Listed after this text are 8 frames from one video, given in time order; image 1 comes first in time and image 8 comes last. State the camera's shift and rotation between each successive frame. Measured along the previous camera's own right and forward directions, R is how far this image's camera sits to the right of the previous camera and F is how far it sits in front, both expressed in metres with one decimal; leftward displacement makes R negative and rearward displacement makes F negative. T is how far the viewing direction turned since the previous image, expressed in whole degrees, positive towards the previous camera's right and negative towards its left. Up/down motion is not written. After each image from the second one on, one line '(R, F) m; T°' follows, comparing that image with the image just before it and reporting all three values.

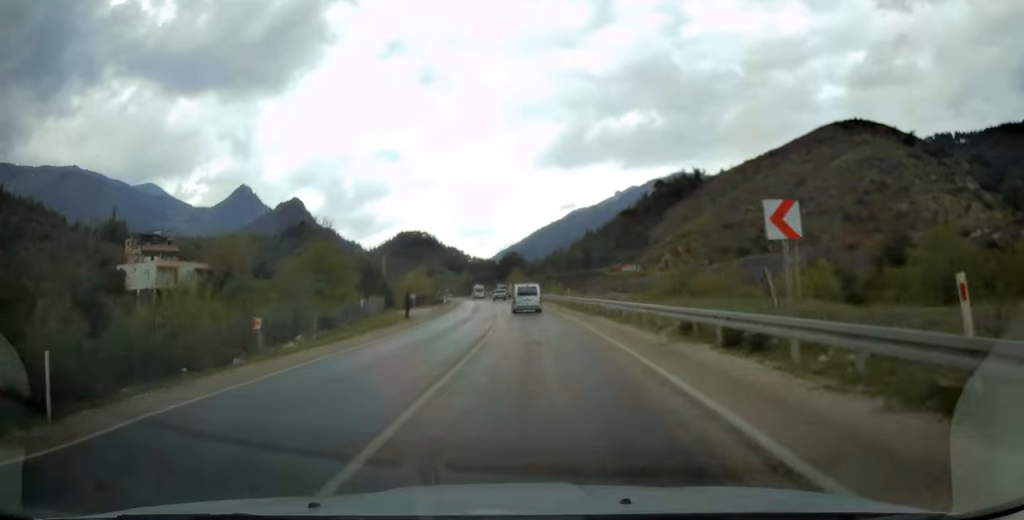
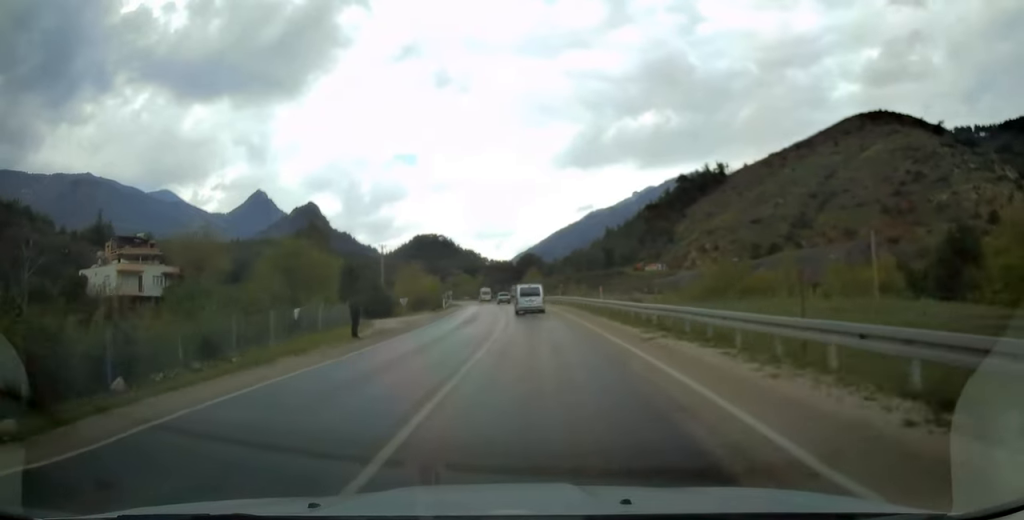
(-0.2, +13.1) m; -2°
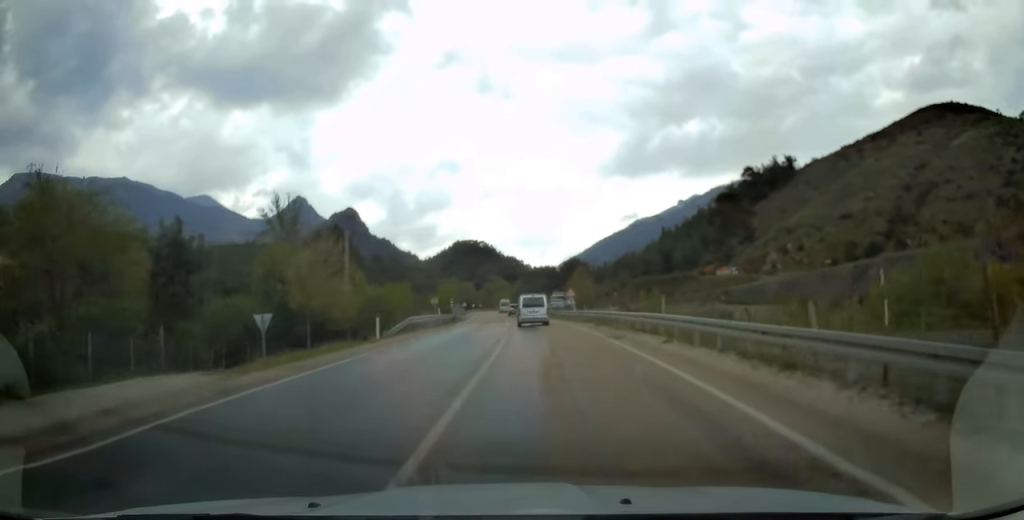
(-1.5, +36.8) m; -4°
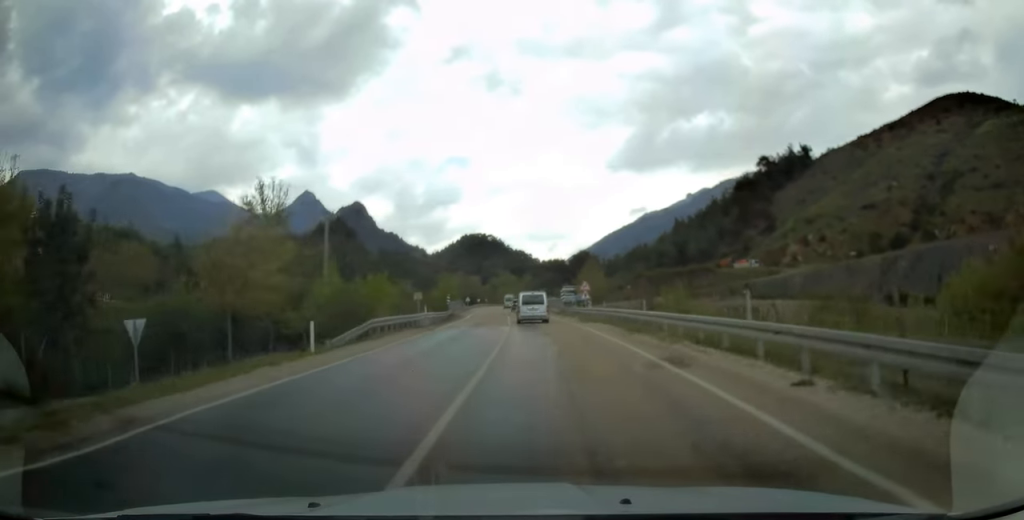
(0.0, +8.7) m; -1°
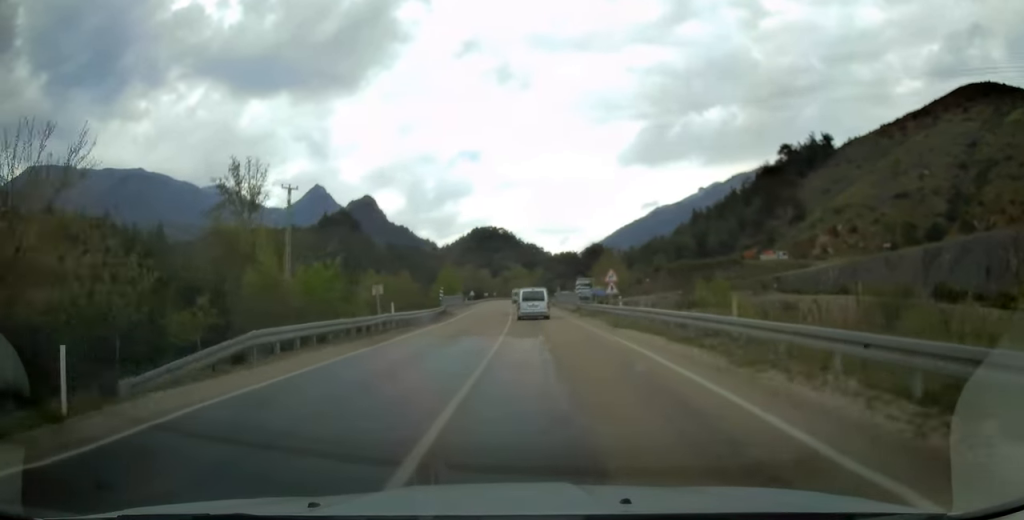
(-0.2, +11.1) m; -1°
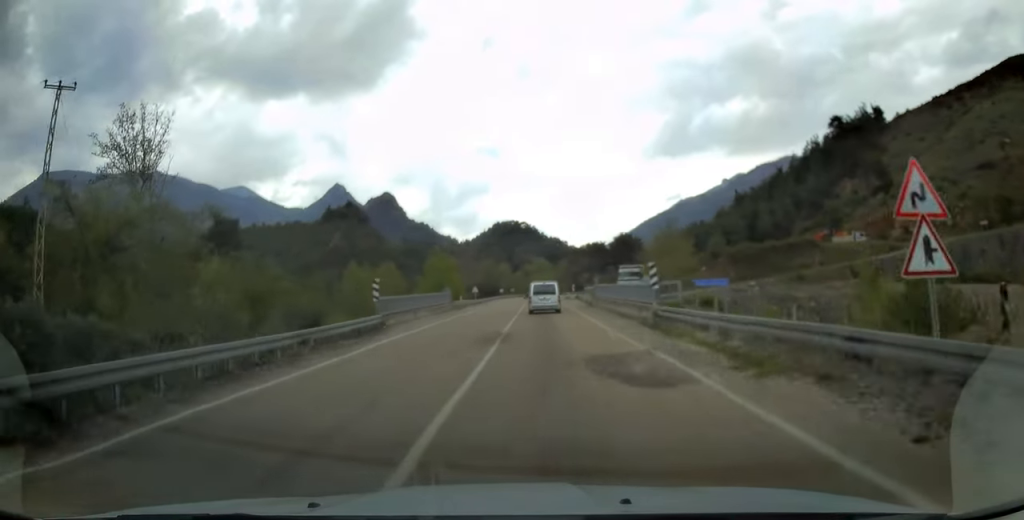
(-0.7, +26.6) m; -2°
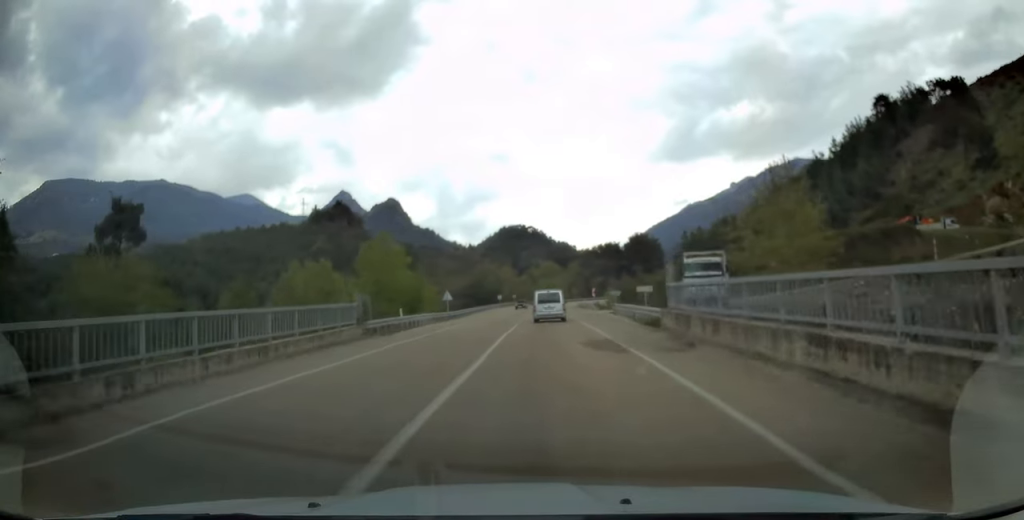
(0.0, +27.4) m; 0°
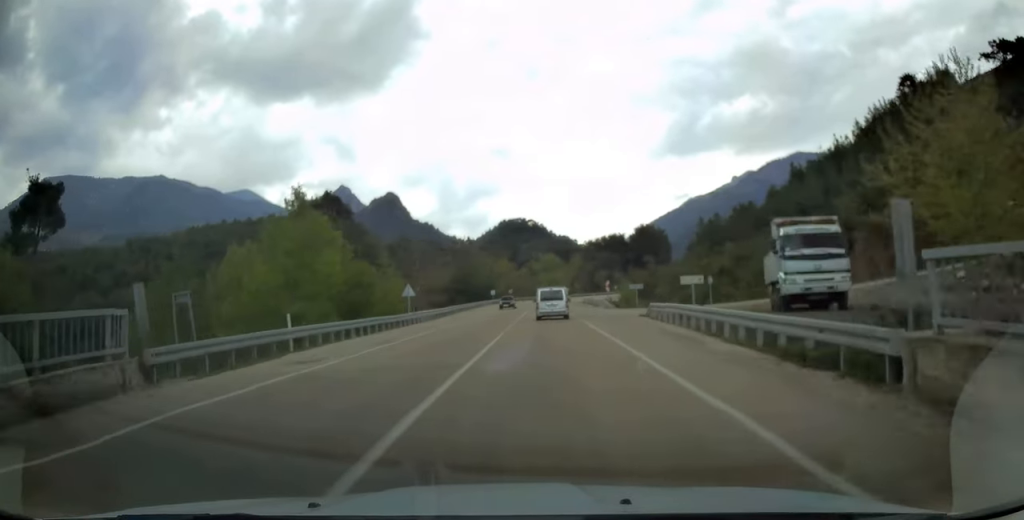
(+0.1, +14.9) m; 0°
